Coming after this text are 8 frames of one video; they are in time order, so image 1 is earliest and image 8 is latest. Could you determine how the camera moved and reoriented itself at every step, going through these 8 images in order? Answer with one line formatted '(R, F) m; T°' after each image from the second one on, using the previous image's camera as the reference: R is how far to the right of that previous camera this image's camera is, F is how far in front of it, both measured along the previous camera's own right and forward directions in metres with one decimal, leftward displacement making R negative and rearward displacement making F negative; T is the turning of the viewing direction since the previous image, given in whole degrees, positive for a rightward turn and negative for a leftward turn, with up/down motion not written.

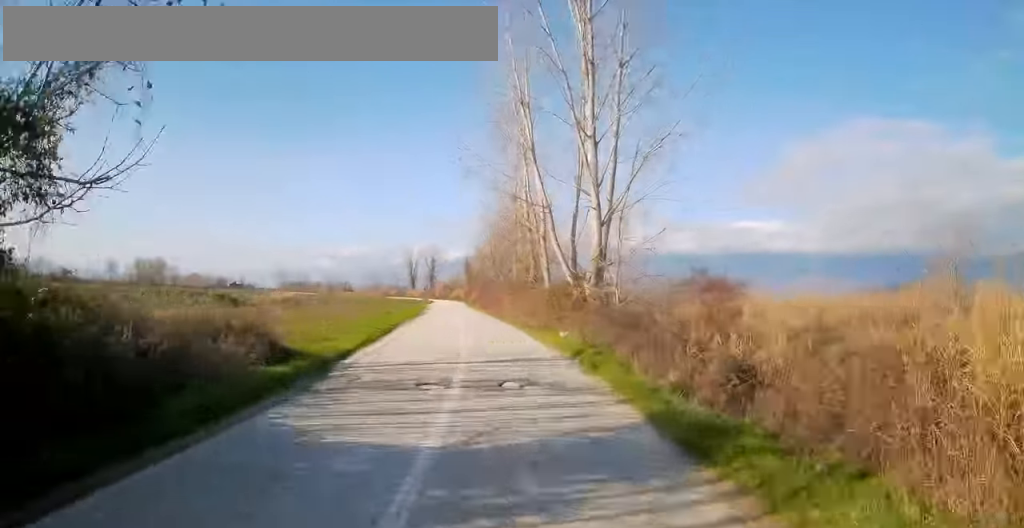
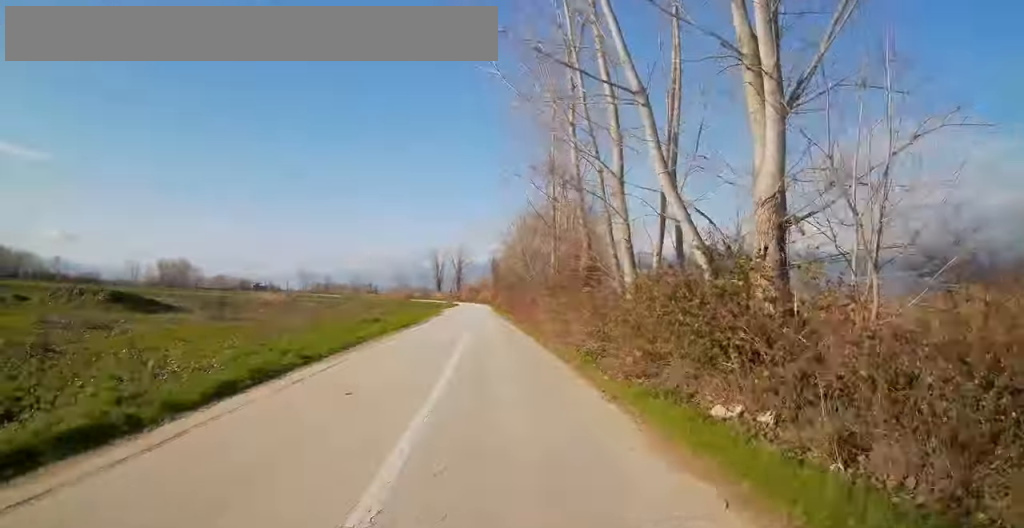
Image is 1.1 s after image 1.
(-0.6, +15.4) m; -4°
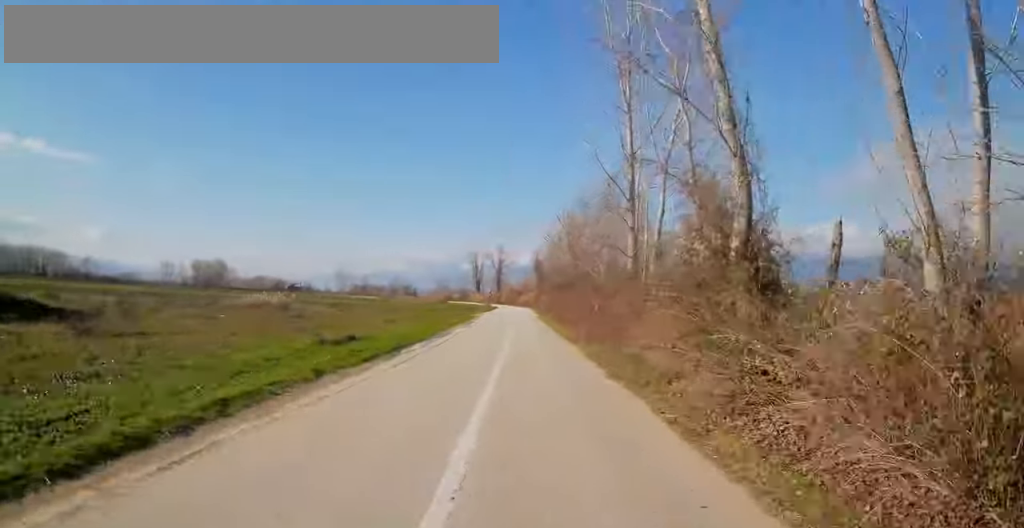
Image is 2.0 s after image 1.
(-0.3, +12.5) m; -2°
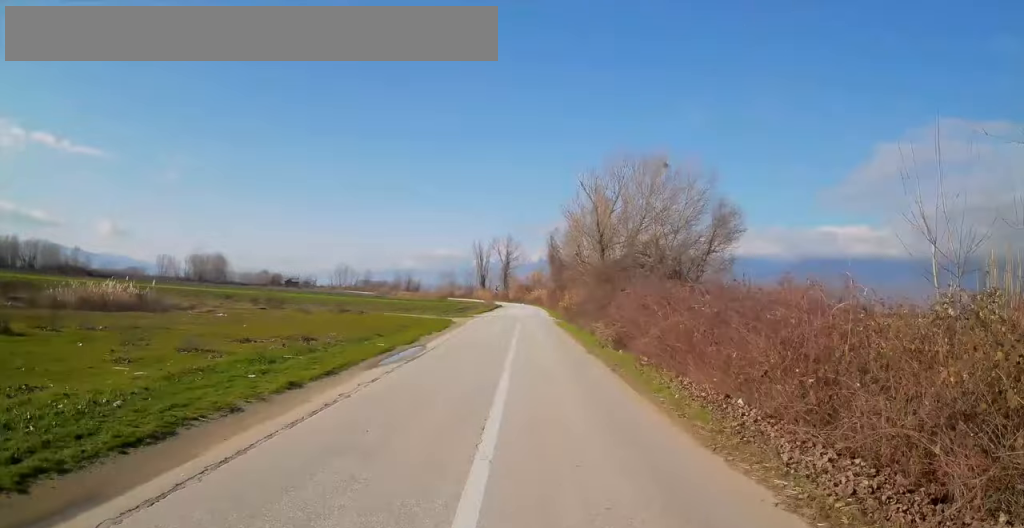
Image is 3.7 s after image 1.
(-0.3, +24.2) m; 0°
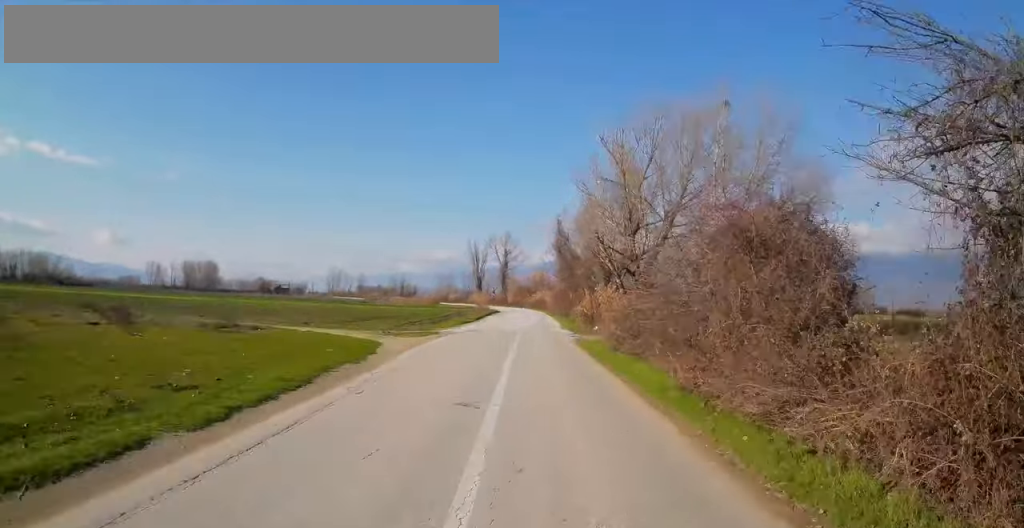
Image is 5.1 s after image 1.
(0.0, +19.9) m; 0°
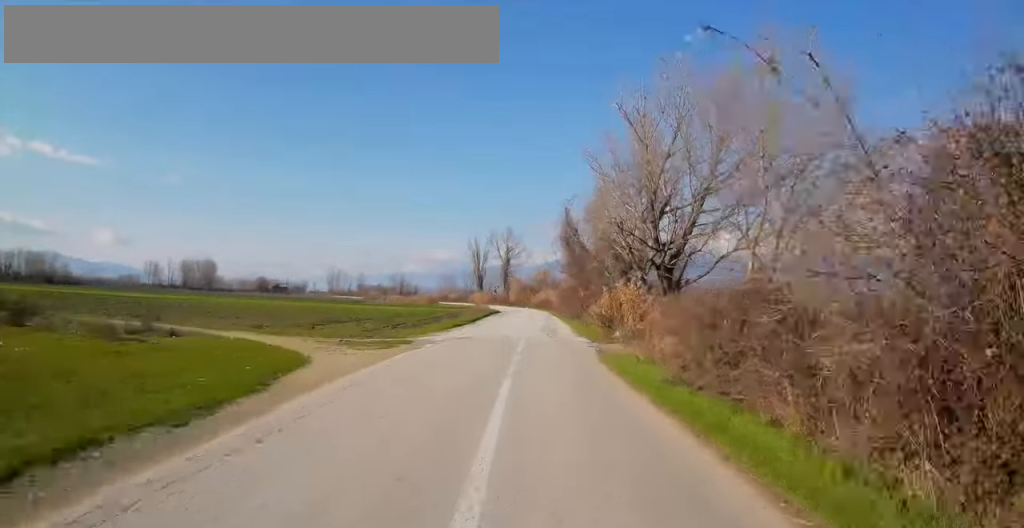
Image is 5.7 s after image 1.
(0.0, +8.1) m; 0°
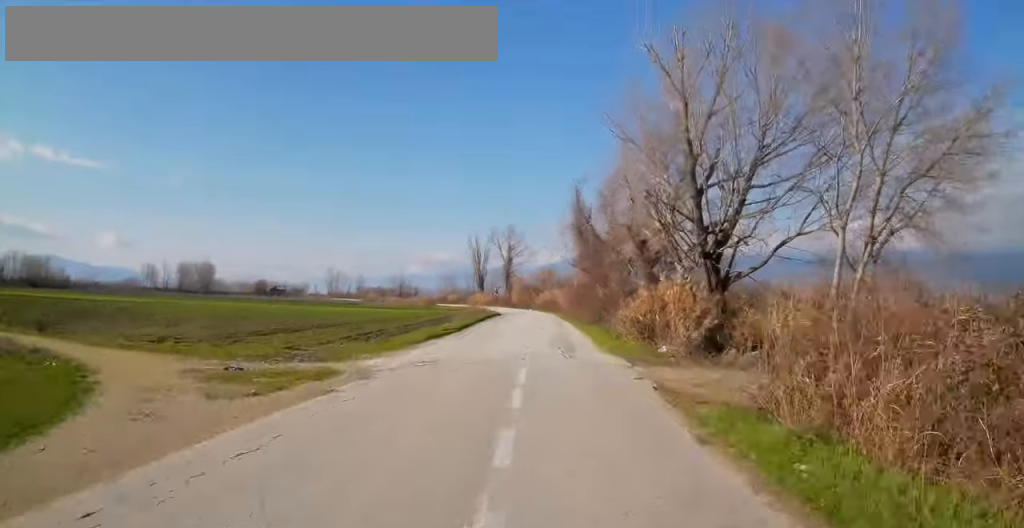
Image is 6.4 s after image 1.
(0.0, +10.1) m; 0°
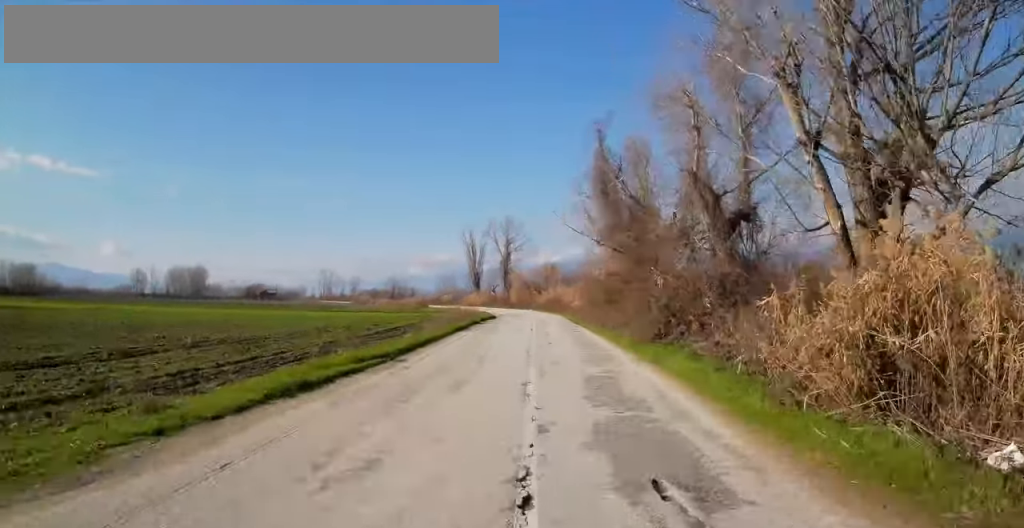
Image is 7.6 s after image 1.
(0.0, +16.6) m; 0°
